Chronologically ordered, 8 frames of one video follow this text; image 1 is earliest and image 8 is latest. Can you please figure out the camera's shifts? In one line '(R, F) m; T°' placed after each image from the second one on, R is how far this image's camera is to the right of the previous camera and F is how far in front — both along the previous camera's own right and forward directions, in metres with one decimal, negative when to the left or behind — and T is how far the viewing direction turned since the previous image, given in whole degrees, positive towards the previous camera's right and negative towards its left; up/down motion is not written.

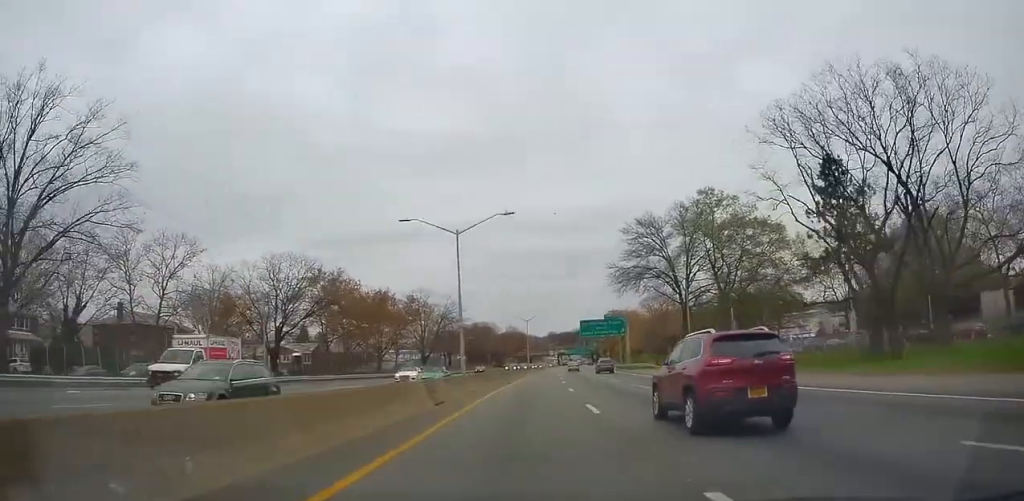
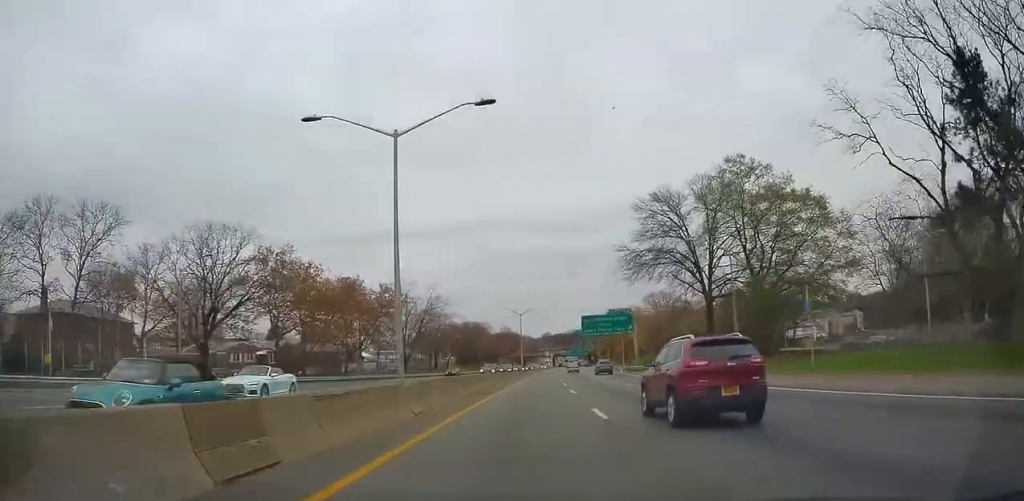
(+0.2, +13.5) m; +1°
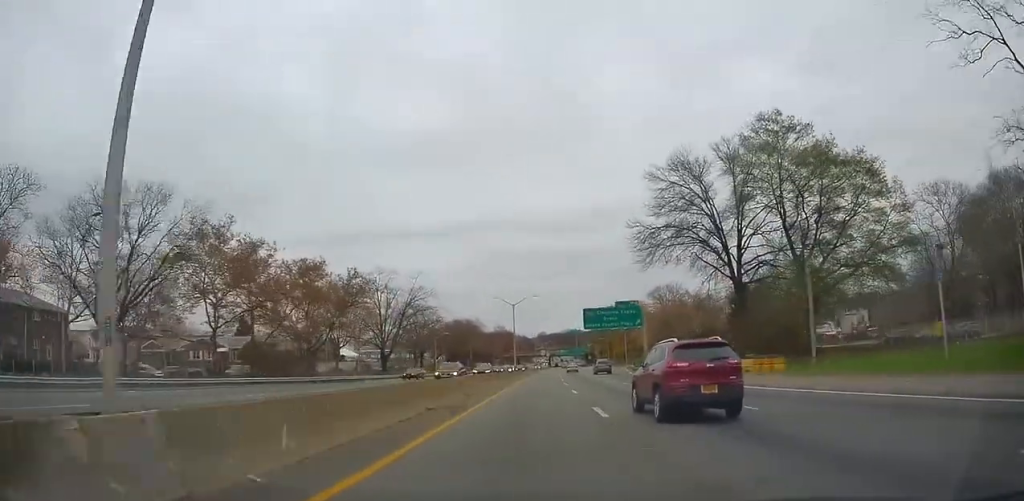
(+0.1, +11.9) m; 0°
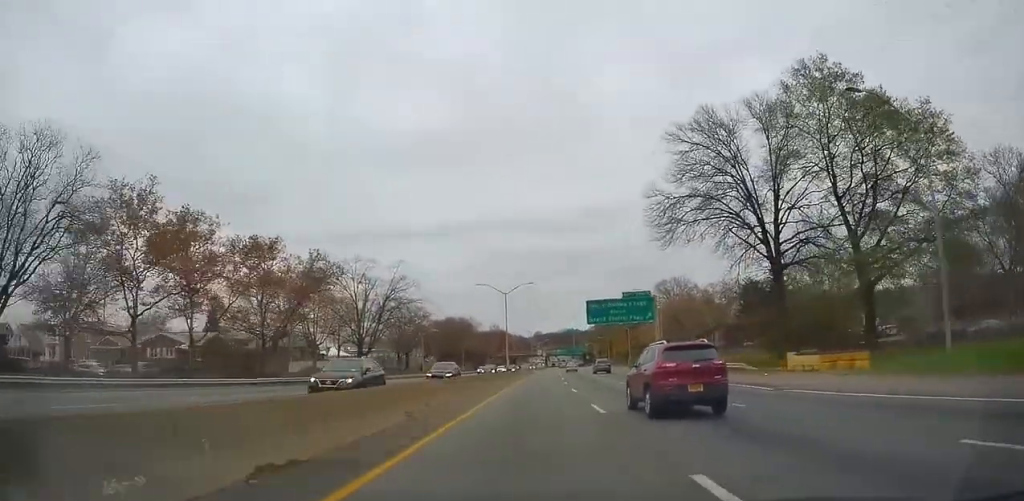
(0.0, +10.7) m; 0°
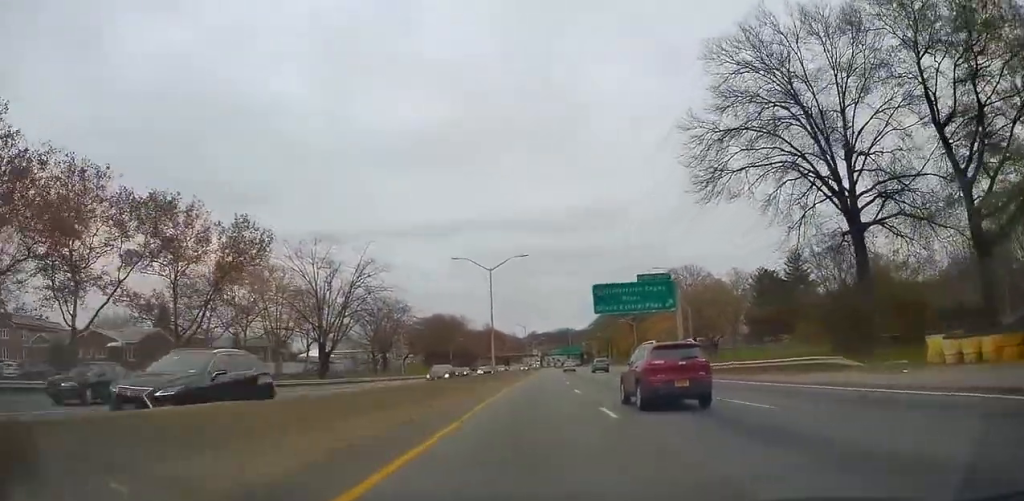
(0.0, +13.9) m; 0°
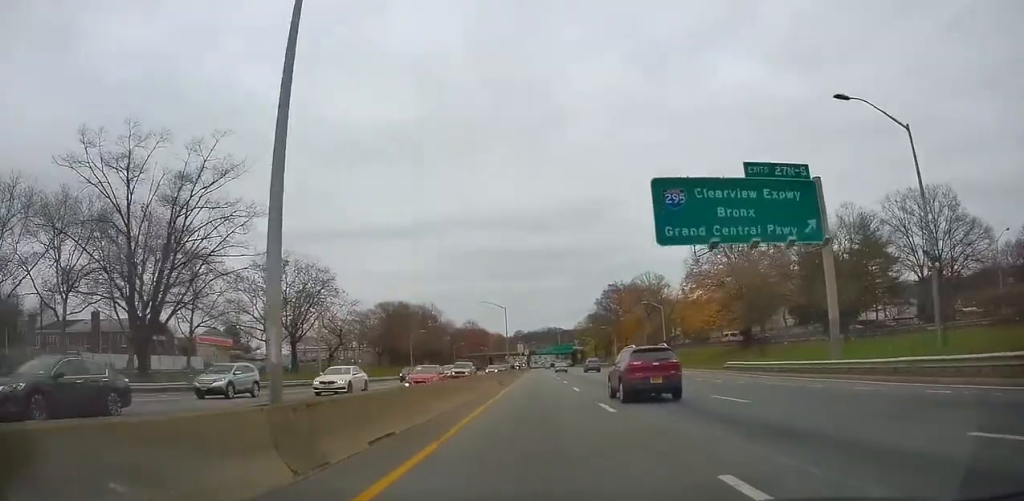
(+0.1, +34.3) m; +1°
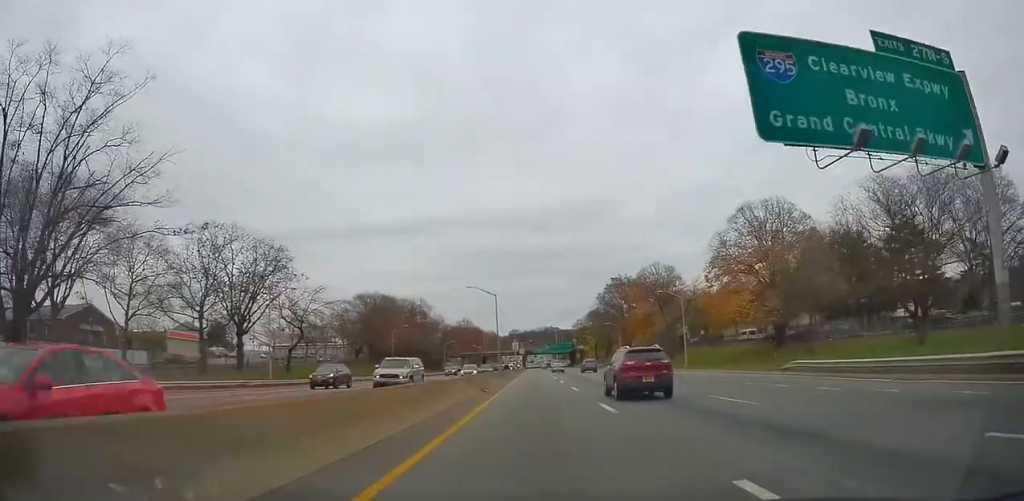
(-0.1, +12.4) m; +1°
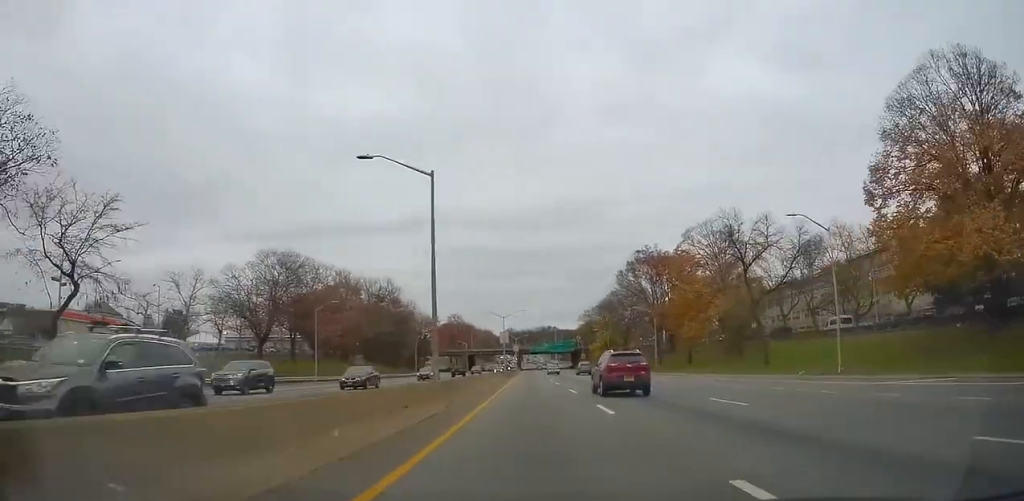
(+0.4, +35.9) m; +1°
